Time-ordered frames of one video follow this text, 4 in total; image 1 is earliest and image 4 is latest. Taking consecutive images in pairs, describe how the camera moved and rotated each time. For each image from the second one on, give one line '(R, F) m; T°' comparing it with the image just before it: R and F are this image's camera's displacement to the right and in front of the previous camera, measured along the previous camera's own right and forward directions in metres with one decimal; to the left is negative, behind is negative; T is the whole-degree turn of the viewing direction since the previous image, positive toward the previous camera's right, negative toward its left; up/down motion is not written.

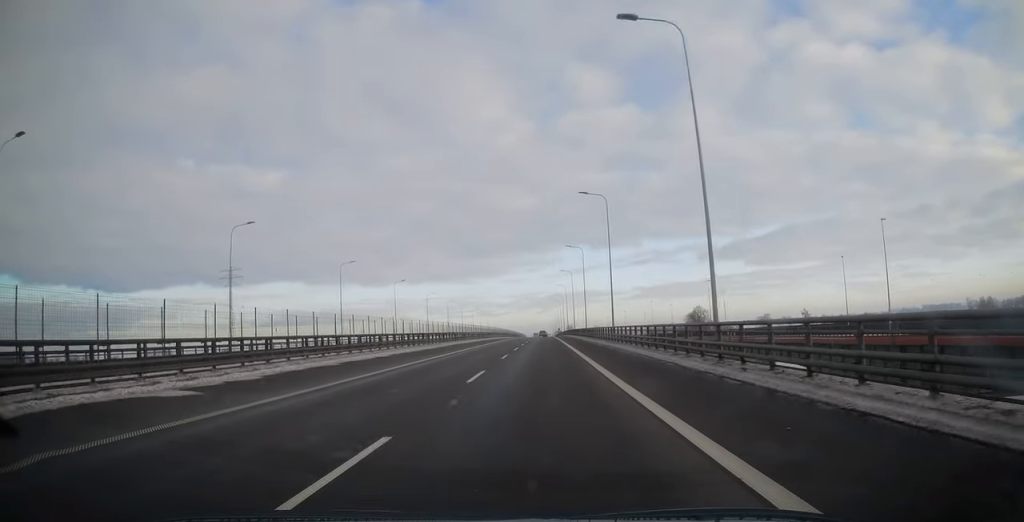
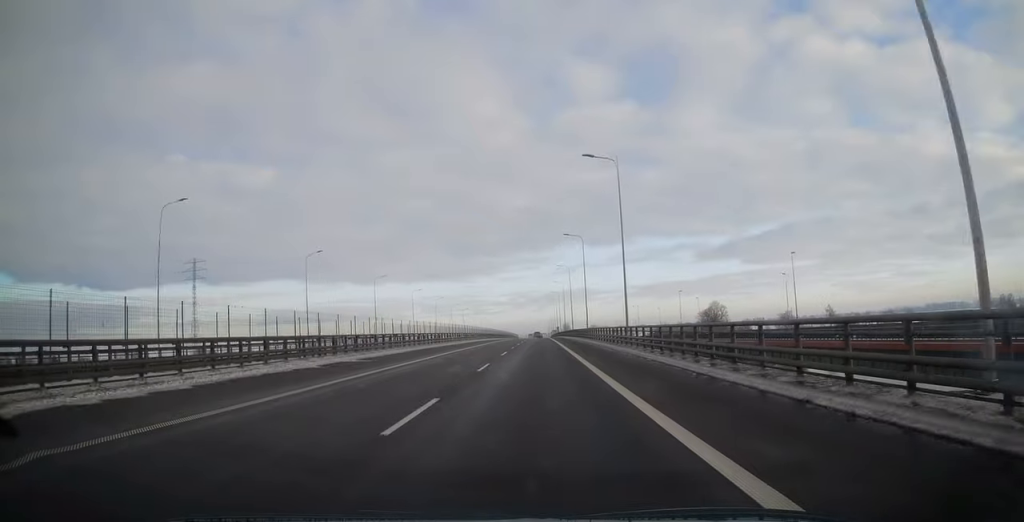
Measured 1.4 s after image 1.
(-0.3, +43.3) m; -1°
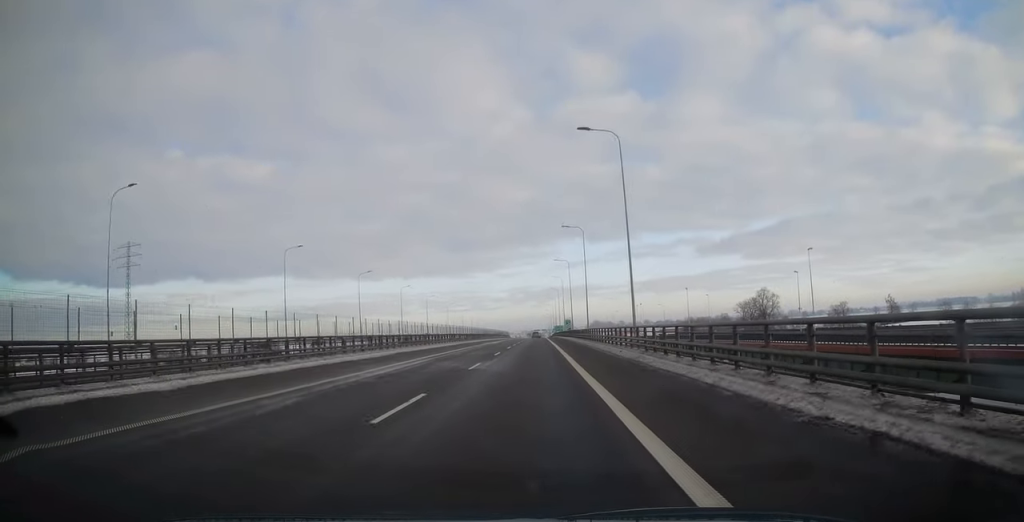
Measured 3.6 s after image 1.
(+0.9, +70.3) m; +1°
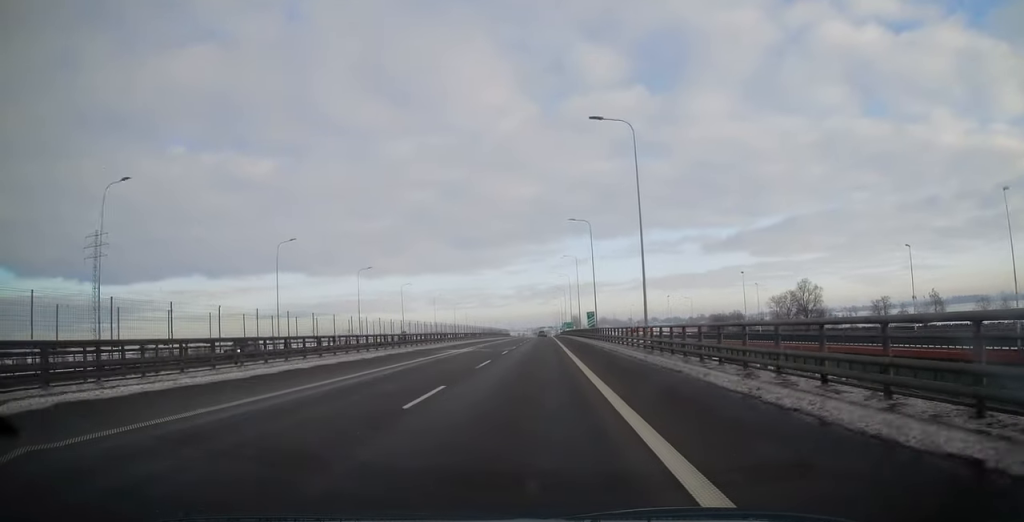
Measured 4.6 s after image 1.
(-0.2, +34.0) m; 0°
